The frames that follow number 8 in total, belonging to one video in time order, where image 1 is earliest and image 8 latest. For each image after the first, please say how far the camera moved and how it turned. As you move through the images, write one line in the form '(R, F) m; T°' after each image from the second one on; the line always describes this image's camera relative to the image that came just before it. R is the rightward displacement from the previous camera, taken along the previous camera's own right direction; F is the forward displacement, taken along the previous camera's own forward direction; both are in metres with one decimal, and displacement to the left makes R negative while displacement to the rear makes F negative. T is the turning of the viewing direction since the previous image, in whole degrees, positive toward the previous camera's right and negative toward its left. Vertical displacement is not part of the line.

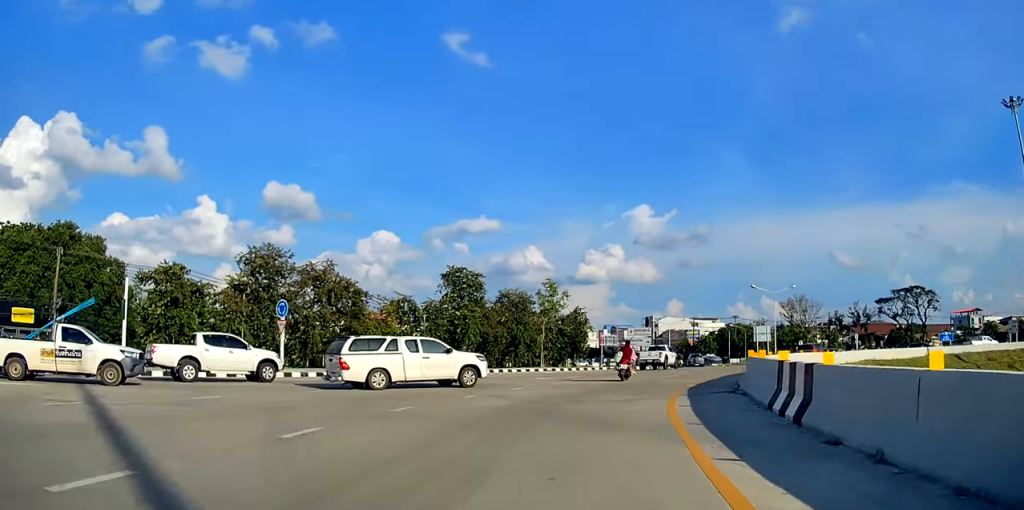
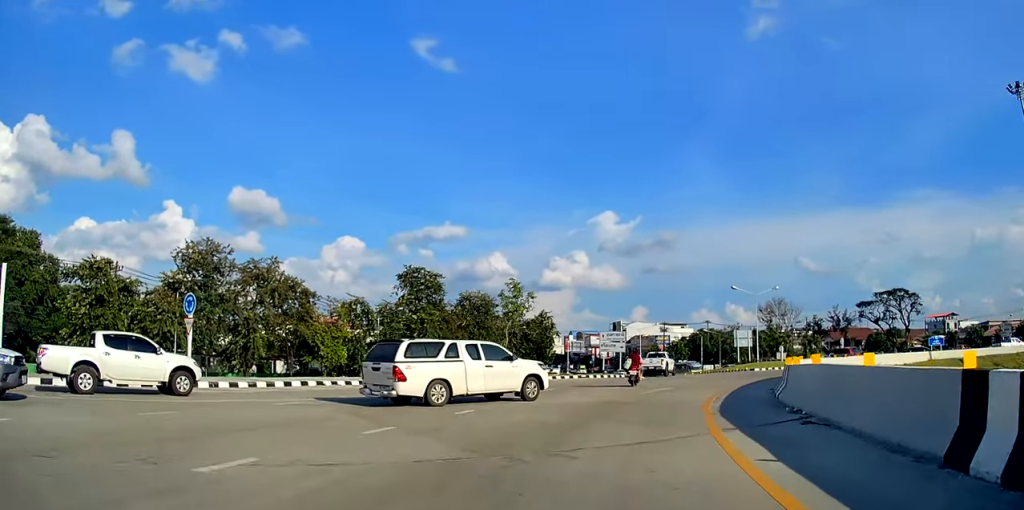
(+0.5, +6.0) m; +4°
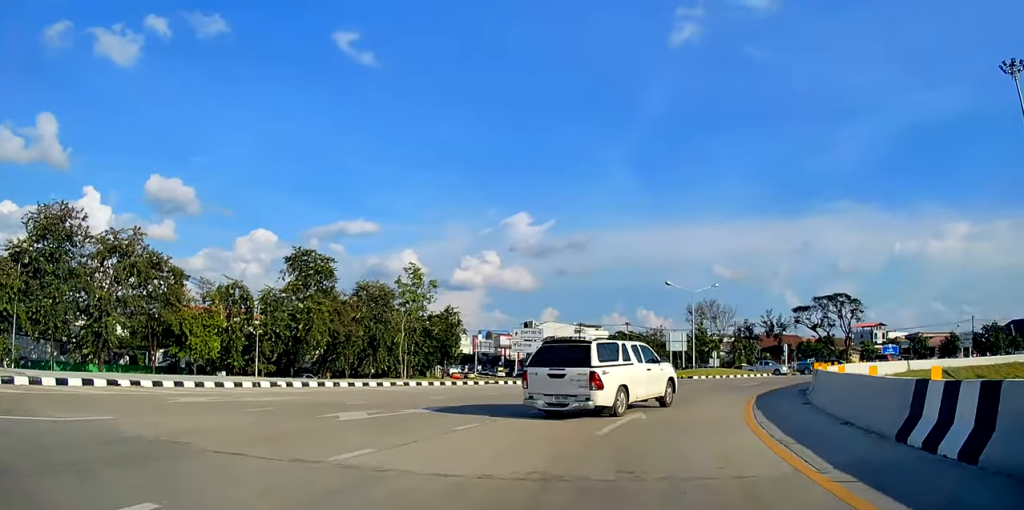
(0.0, +11.2) m; +4°
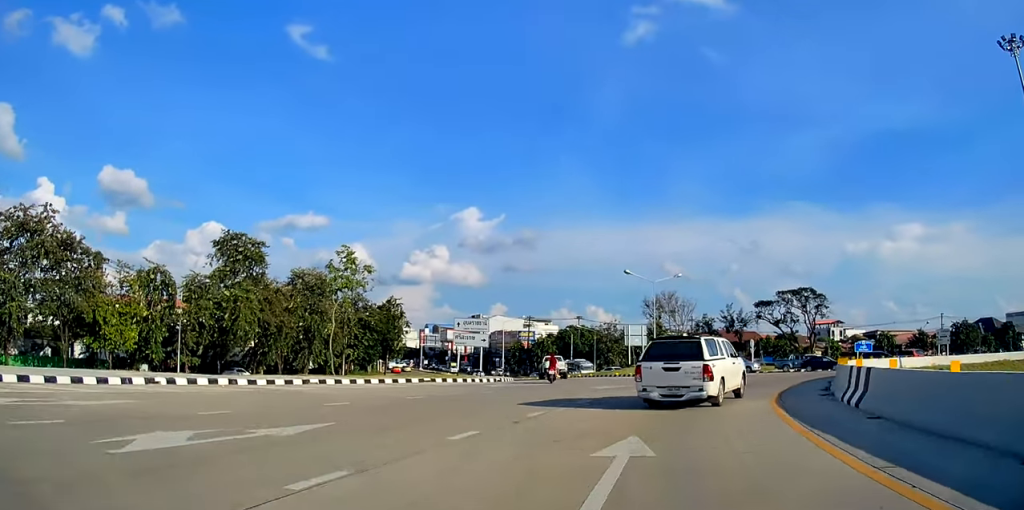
(+0.1, +6.3) m; +6°
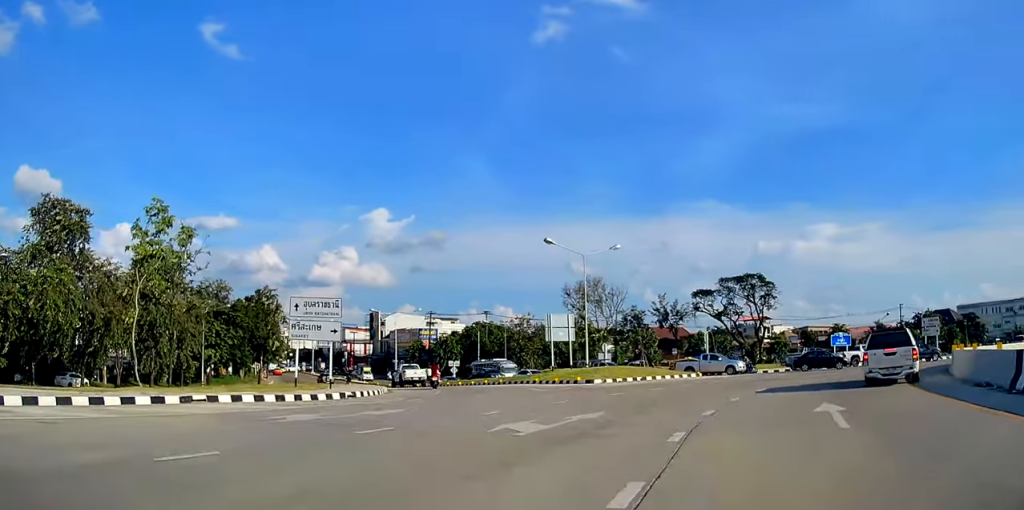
(+1.8, +16.6) m; +8°
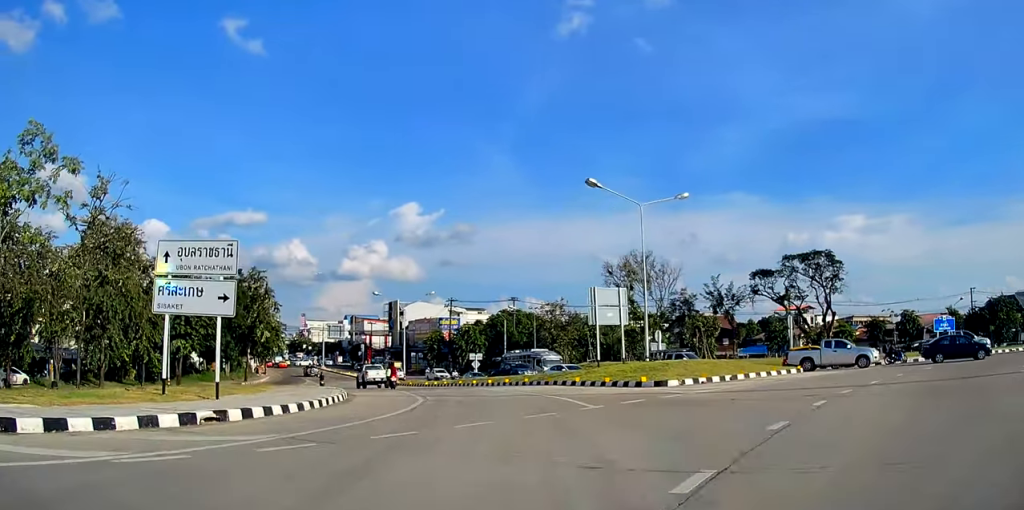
(0.0, +13.1) m; -2°
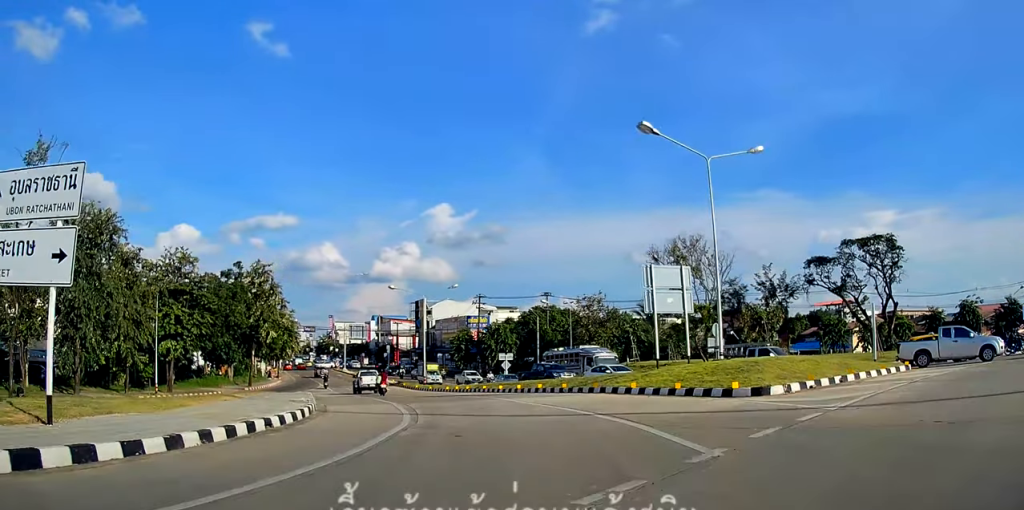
(-0.1, +8.0) m; -4°
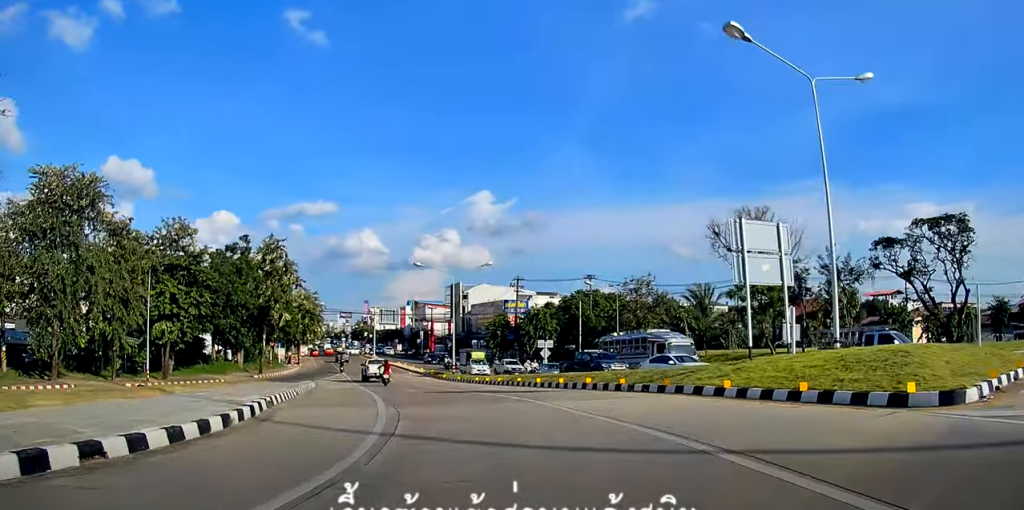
(-0.6, +7.4) m; -4°
